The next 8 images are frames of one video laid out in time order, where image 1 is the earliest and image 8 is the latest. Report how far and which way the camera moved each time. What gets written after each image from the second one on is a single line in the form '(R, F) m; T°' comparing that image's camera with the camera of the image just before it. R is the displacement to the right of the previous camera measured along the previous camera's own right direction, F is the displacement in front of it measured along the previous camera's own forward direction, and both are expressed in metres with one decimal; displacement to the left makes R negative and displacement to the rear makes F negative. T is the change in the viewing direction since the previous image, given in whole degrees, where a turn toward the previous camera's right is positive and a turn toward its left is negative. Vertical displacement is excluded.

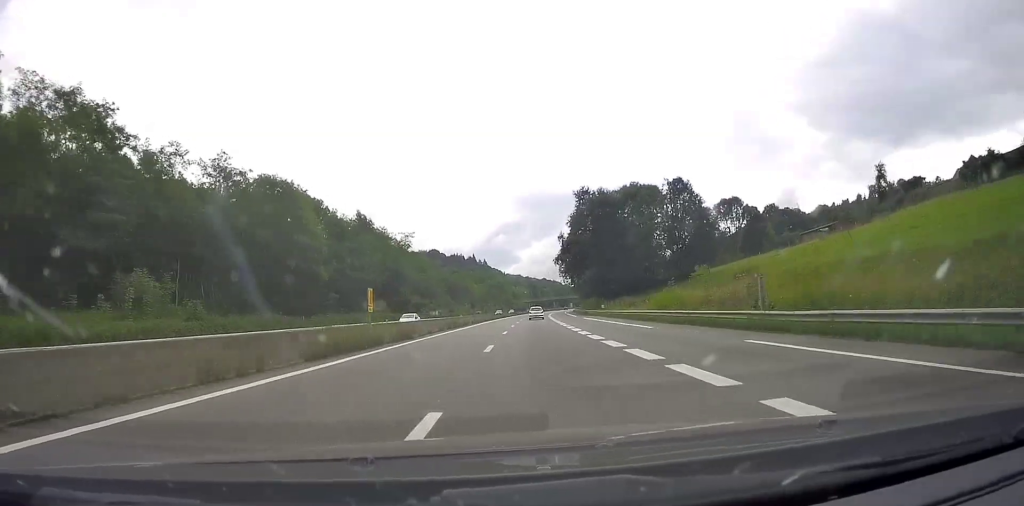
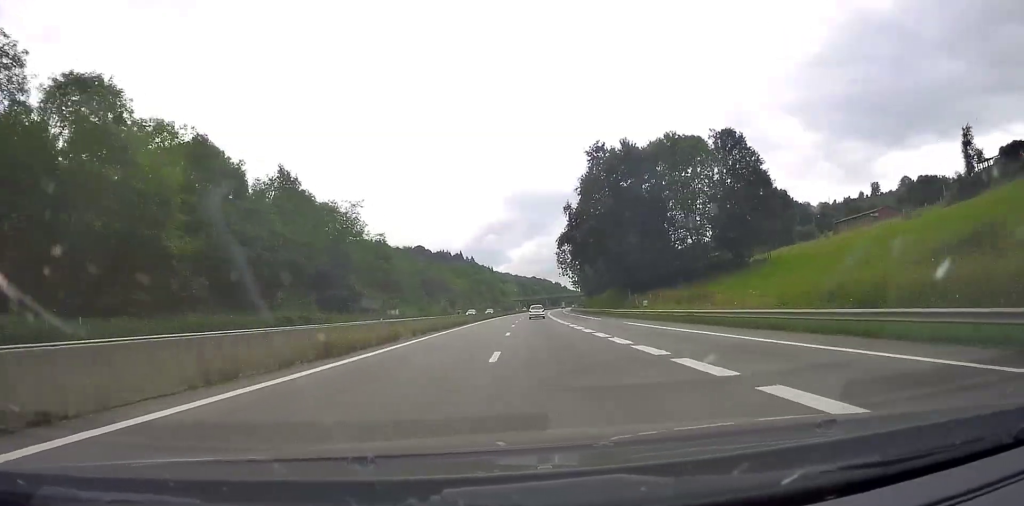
(+0.2, +29.5) m; +1°
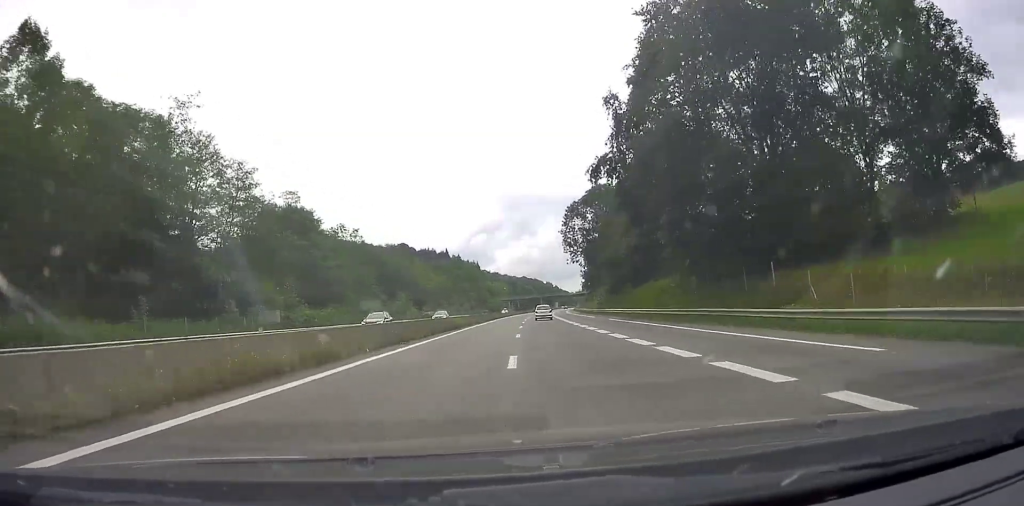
(+0.7, +40.3) m; +1°
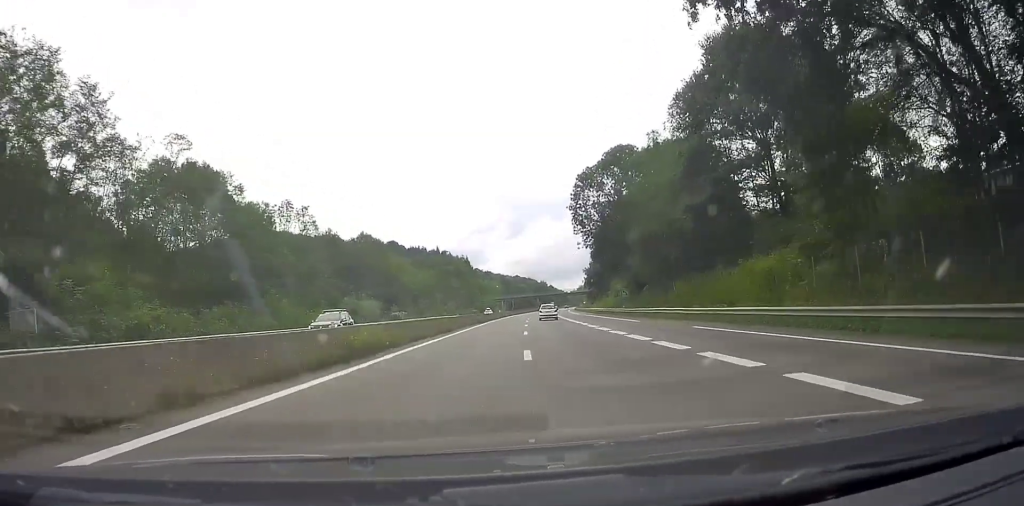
(-0.2, +24.3) m; +1°
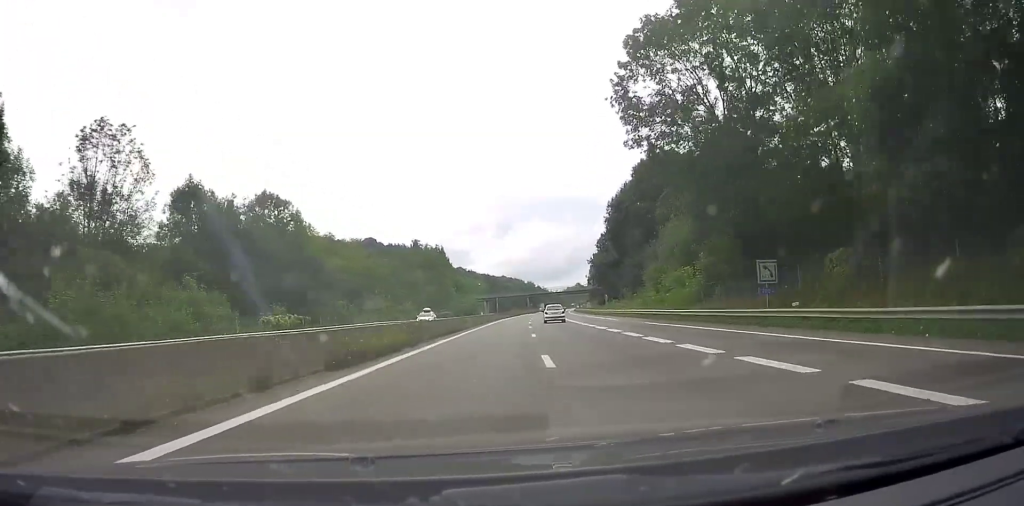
(+0.8, +40.7) m; +1°
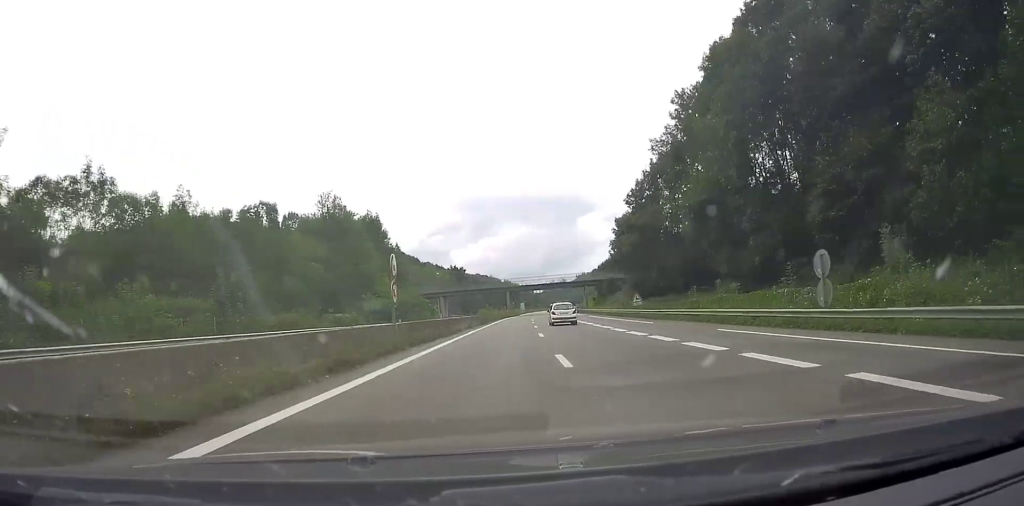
(+1.0, +65.1) m; +2°
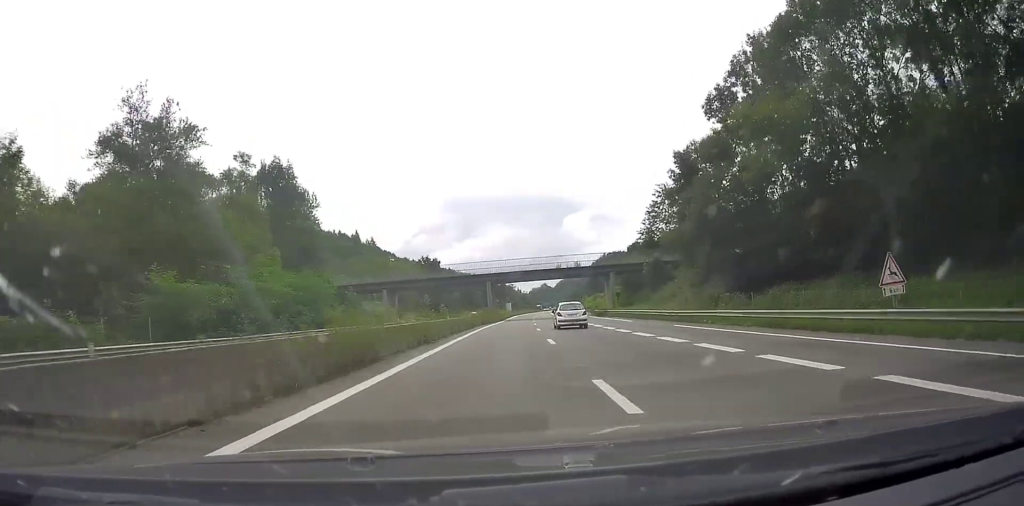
(+0.2, +44.4) m; +2°
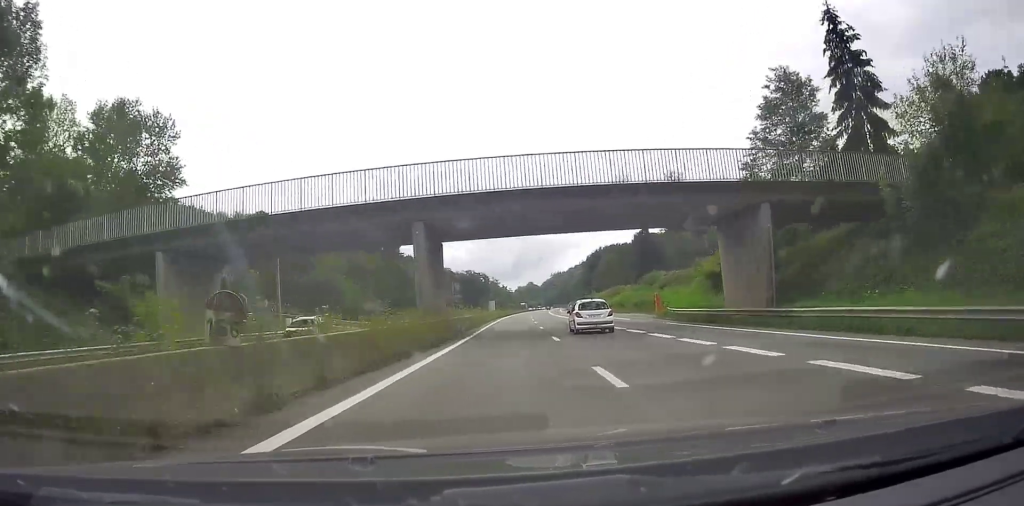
(+1.0, +50.1) m; +1°
